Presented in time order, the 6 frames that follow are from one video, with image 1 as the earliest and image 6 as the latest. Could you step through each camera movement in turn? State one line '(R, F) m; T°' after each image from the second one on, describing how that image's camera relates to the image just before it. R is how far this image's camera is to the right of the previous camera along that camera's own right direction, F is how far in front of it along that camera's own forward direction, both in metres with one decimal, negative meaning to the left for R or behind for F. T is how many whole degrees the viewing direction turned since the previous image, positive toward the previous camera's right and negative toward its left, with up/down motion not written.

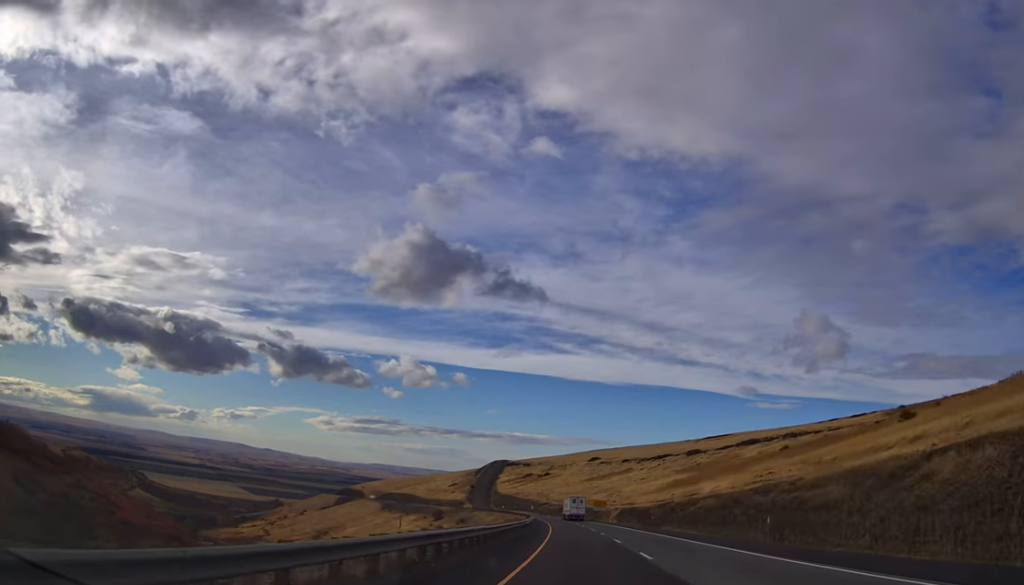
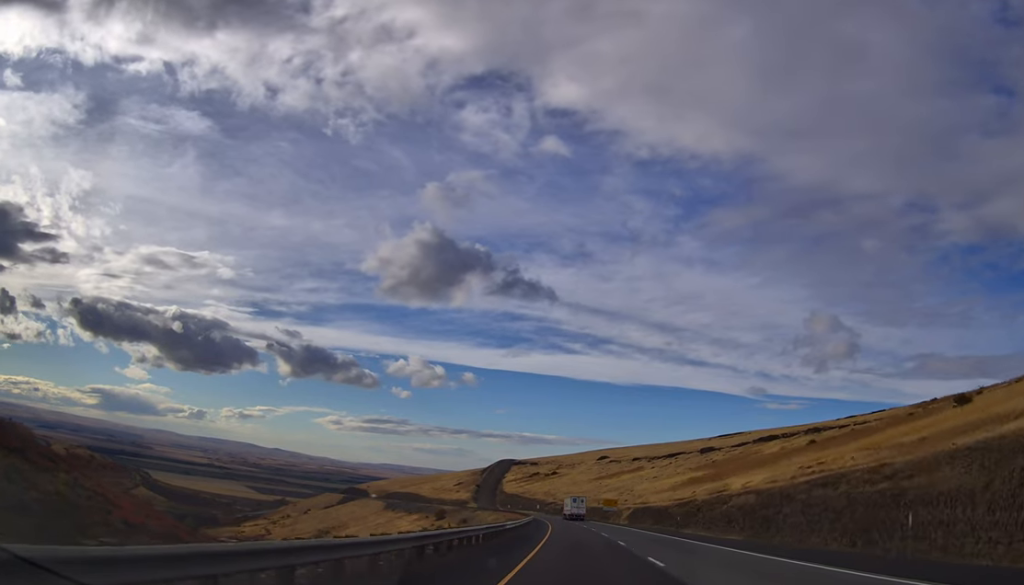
(-0.3, +15.1) m; -1°
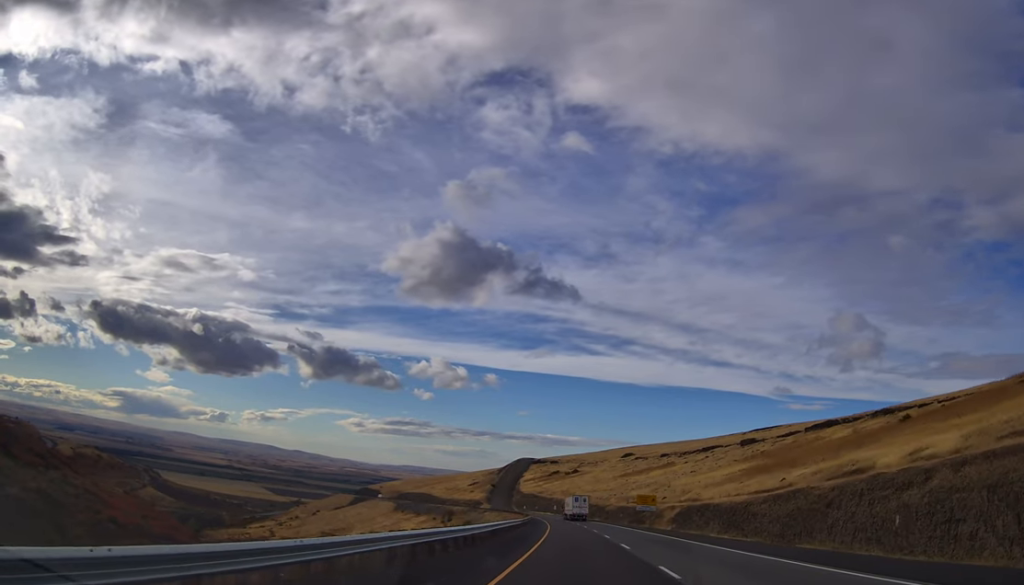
(-0.8, +40.0) m; -1°
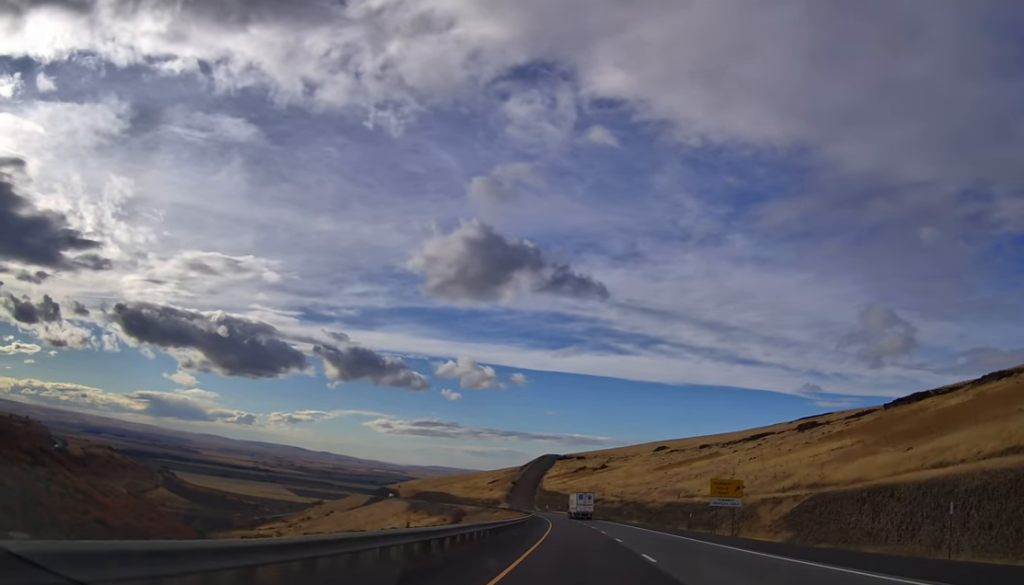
(+0.2, +44.4) m; -2°
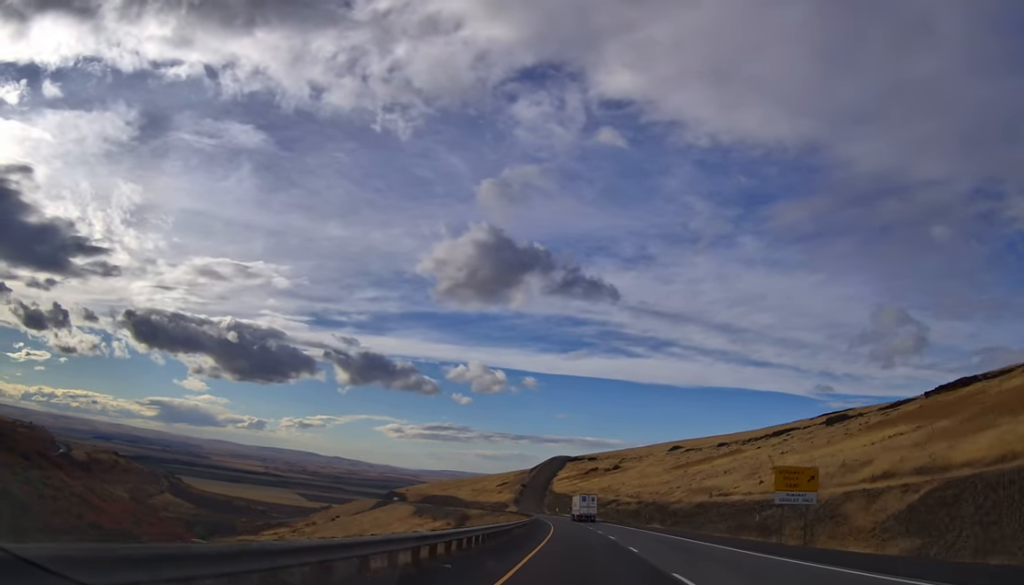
(-0.7, +18.5) m; -1°
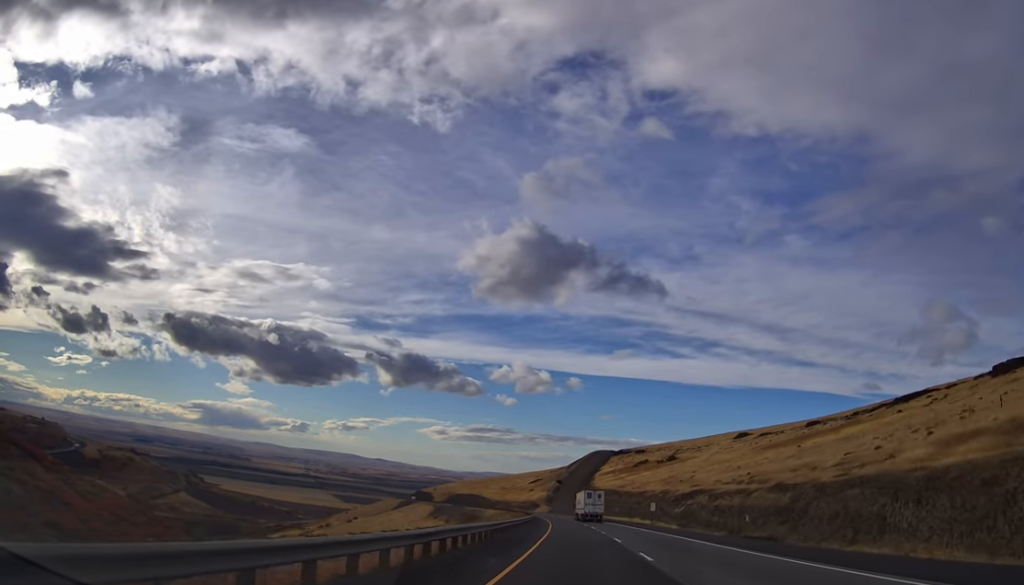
(-2.6, +78.5) m; -4°
